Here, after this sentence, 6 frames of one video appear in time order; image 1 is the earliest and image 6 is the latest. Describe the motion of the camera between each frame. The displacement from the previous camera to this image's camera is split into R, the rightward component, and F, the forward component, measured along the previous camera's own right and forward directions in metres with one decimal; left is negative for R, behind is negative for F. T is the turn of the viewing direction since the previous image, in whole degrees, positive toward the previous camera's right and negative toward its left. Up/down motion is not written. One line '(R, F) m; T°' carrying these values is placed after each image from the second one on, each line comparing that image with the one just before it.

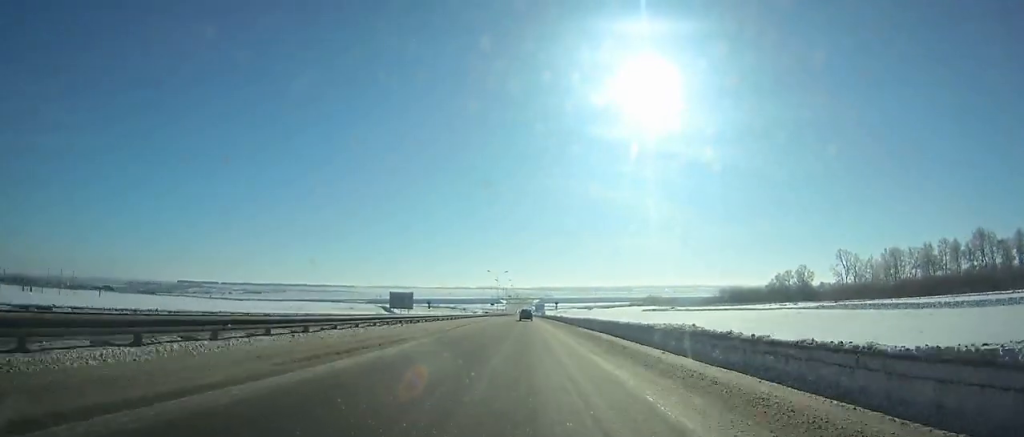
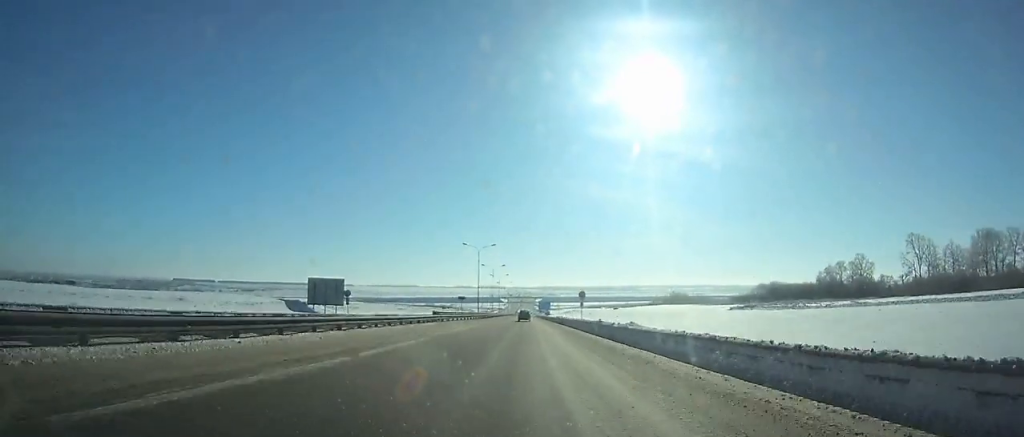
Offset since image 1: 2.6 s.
(-0.3, +61.2) m; 0°
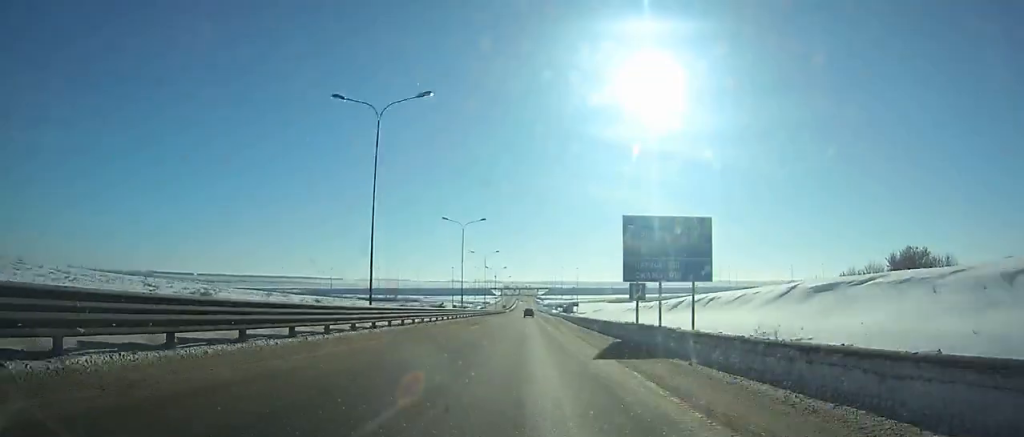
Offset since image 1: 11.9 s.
(-1.2, +215.5) m; 0°
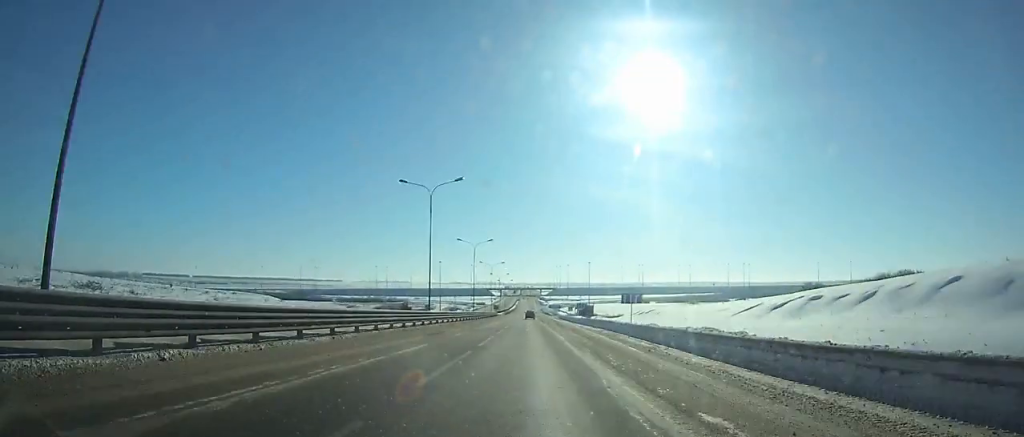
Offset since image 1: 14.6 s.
(+0.2, +61.7) m; 0°
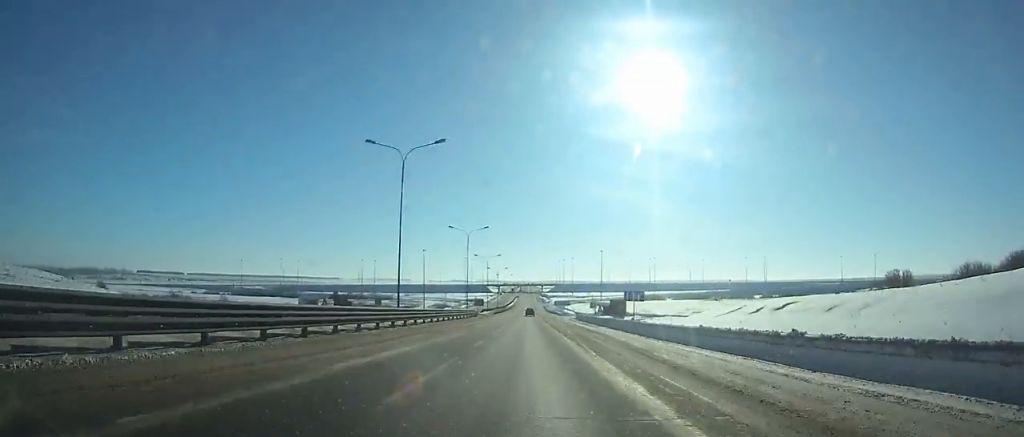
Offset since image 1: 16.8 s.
(+0.1, +50.1) m; 0°
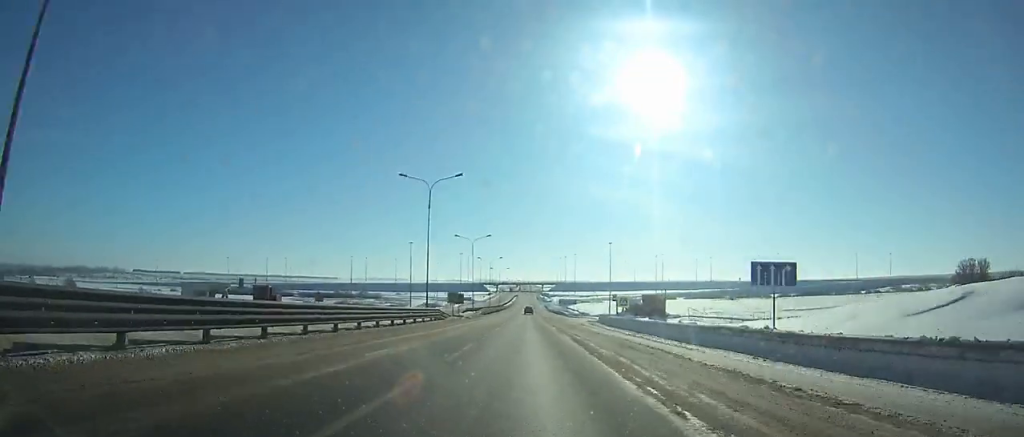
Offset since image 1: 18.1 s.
(0.0, +29.6) m; 0°
